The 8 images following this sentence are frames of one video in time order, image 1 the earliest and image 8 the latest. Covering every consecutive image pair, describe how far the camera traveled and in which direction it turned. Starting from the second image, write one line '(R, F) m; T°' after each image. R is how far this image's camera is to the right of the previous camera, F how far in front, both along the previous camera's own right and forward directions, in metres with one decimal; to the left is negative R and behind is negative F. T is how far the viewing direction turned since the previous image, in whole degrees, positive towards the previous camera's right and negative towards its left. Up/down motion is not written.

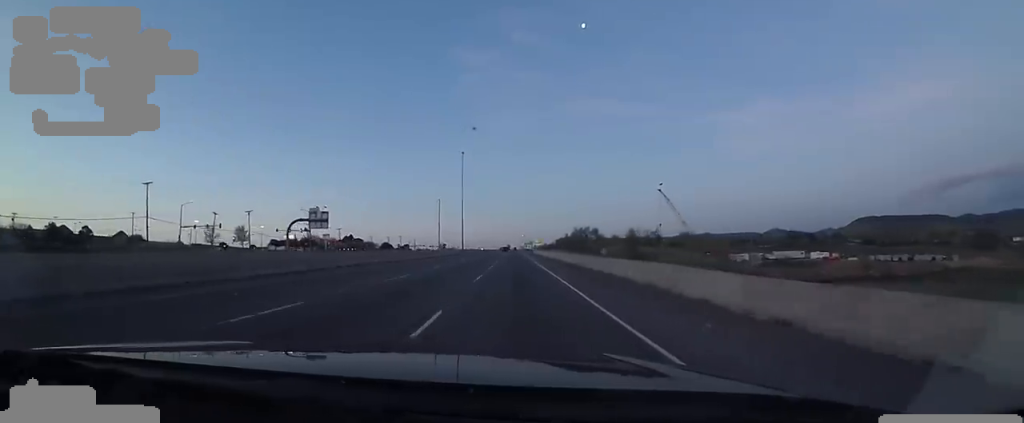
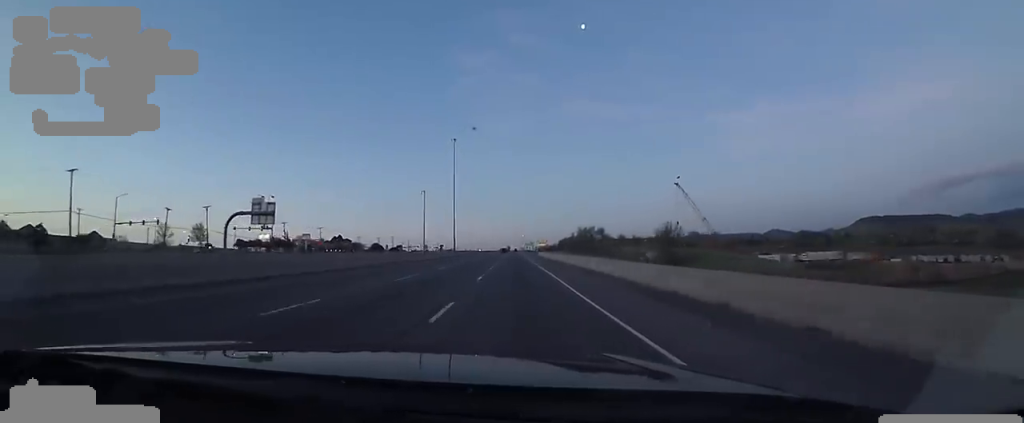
(+0.4, +22.2) m; +1°
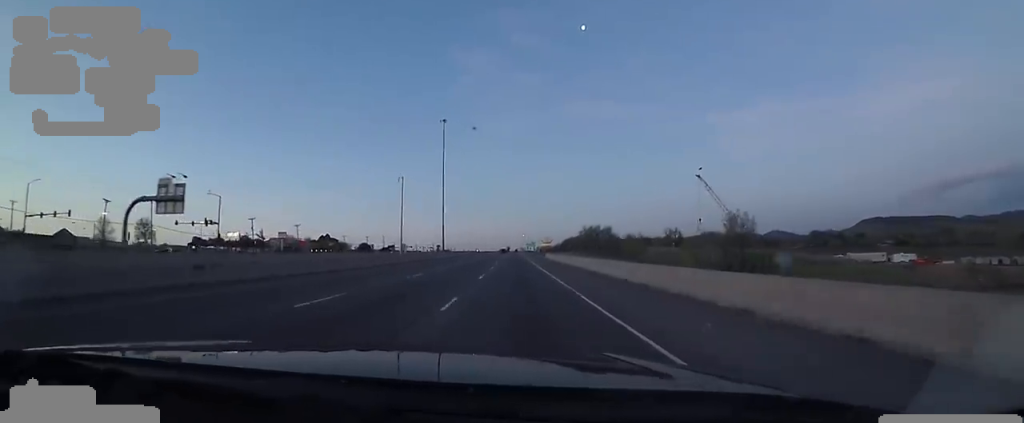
(0.0, +22.5) m; 0°
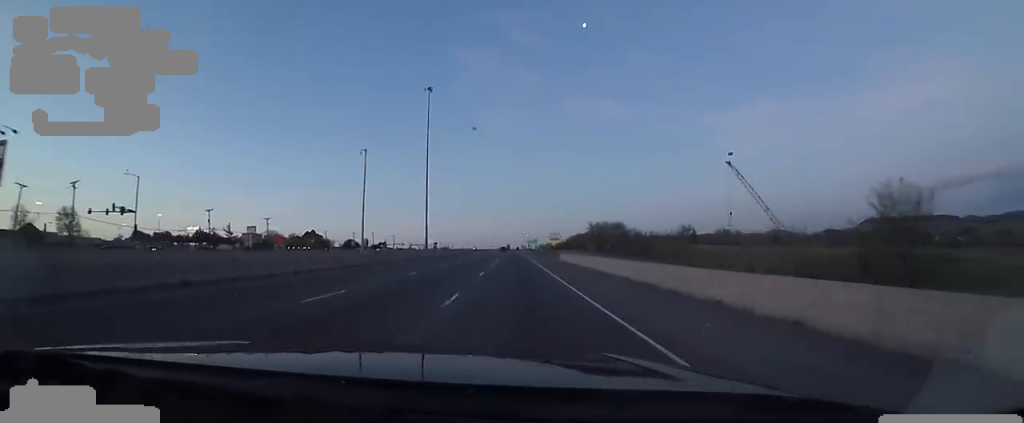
(0.0, +23.9) m; 0°
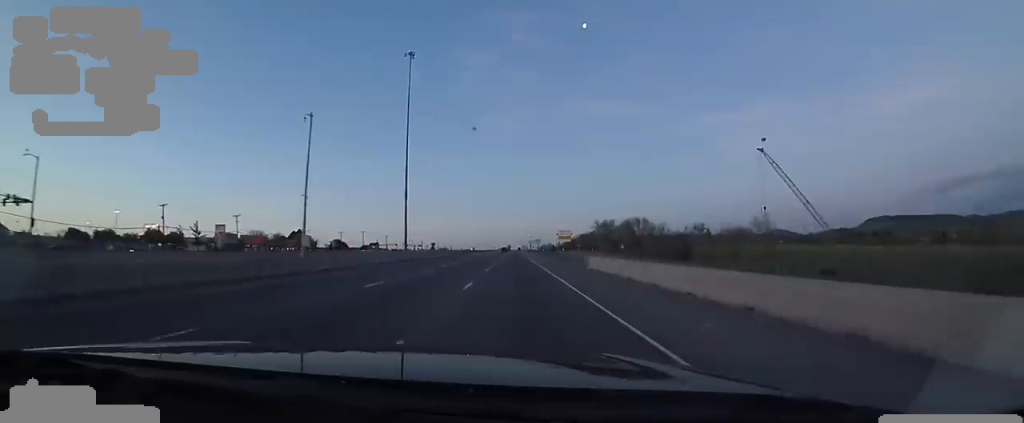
(0.0, +20.0) m; 0°
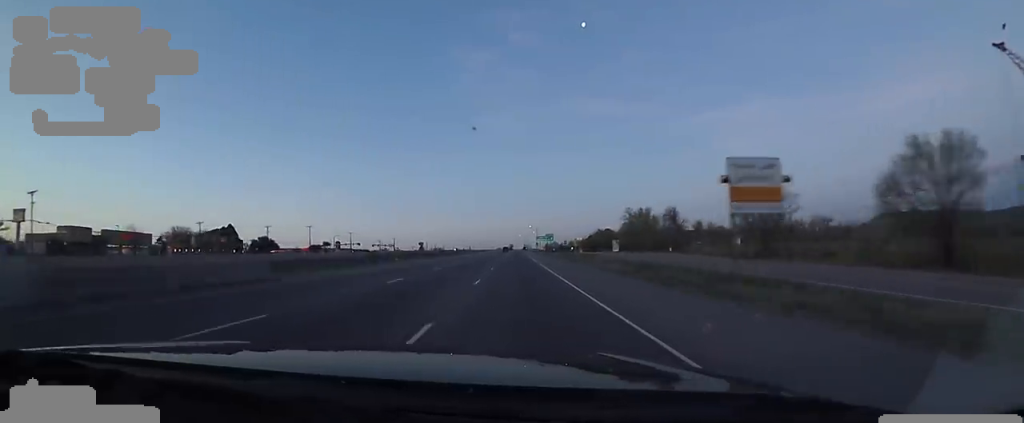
(-1.6, +74.0) m; -2°
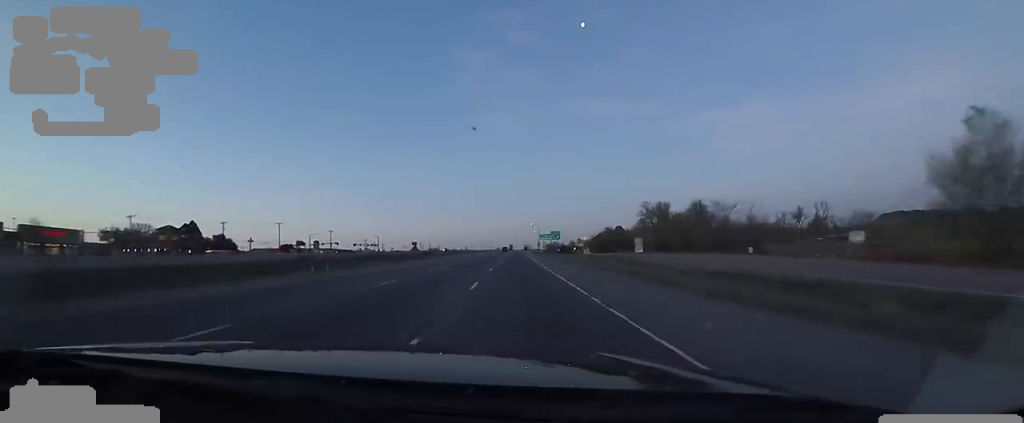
(+0.2, +26.7) m; +1°
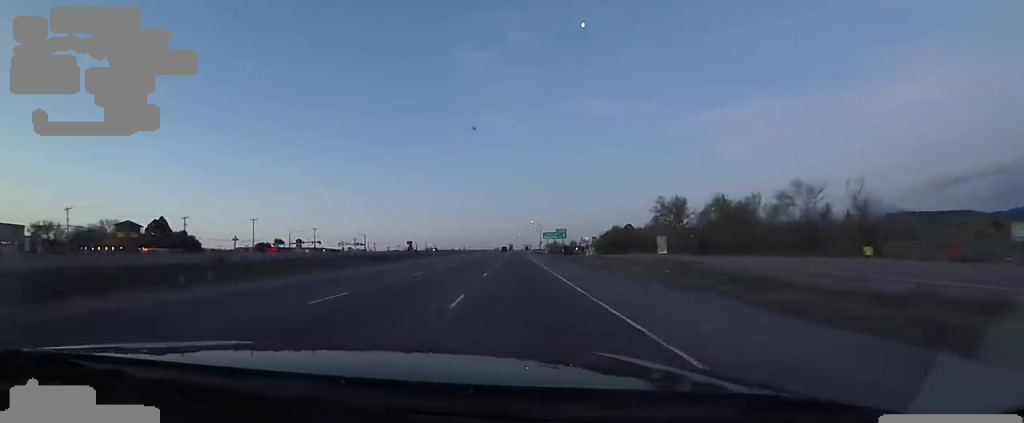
(+0.3, +18.0) m; +1°
